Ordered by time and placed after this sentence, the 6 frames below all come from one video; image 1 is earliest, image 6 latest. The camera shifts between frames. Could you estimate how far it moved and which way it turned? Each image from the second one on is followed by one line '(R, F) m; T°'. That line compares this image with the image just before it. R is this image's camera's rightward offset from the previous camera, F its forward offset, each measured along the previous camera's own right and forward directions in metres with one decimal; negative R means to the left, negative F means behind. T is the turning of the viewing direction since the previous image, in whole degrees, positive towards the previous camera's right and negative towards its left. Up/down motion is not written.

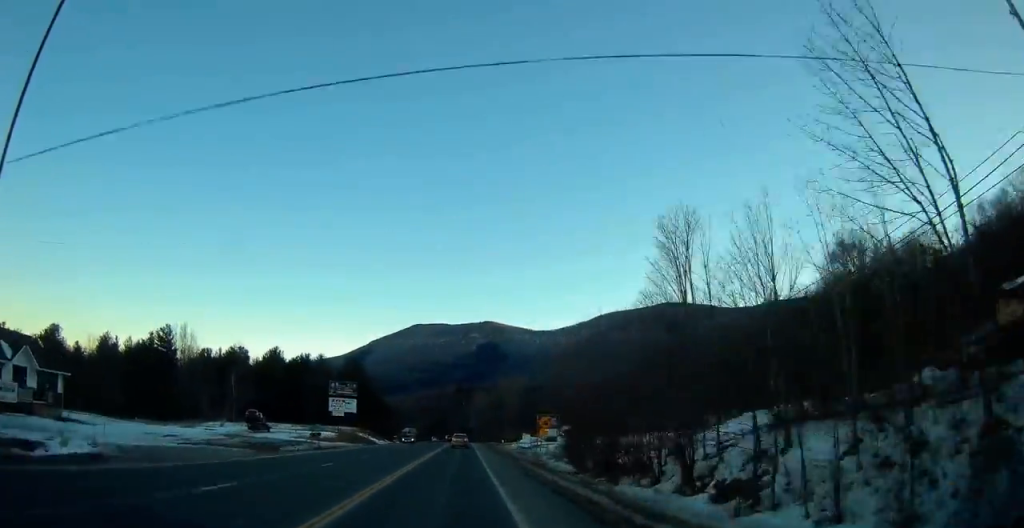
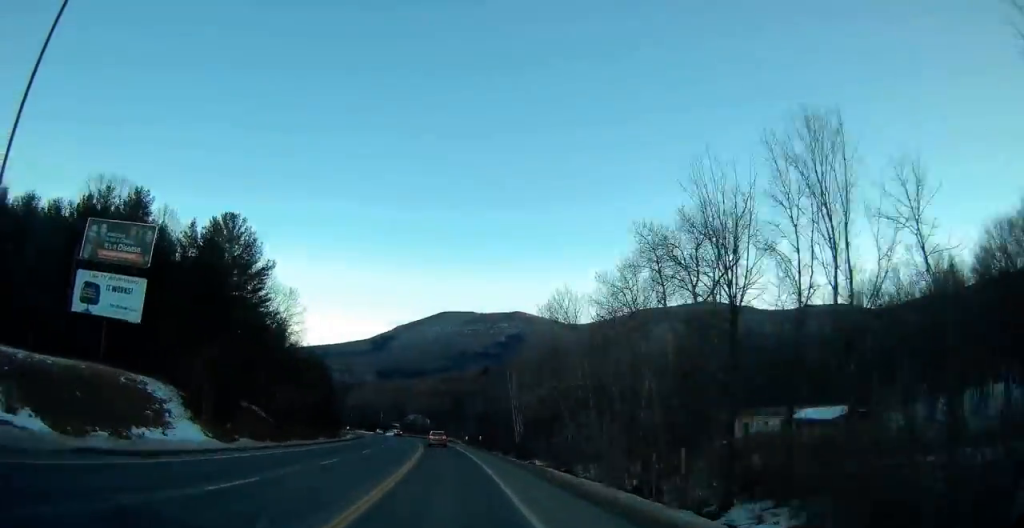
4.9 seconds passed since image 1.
(-1.5, +107.7) m; -3°
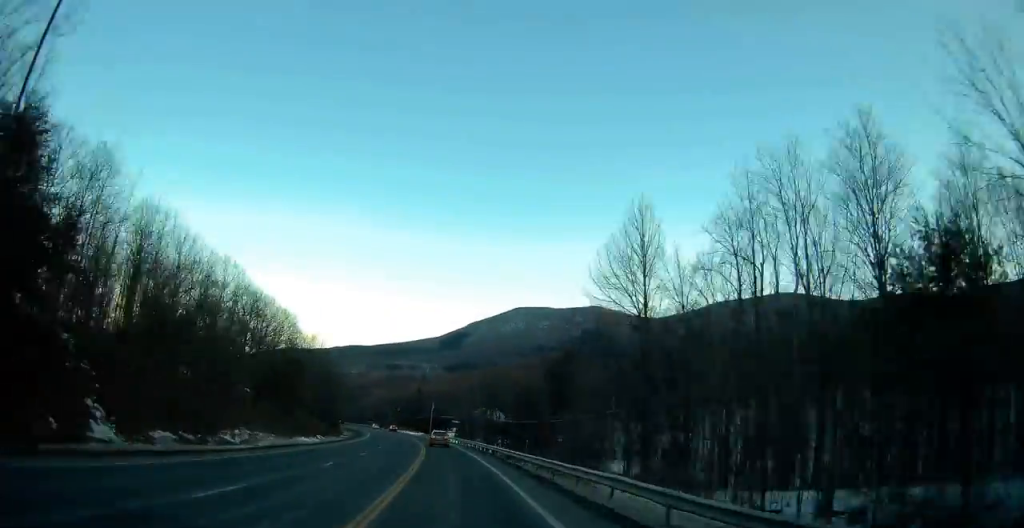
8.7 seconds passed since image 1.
(-5.0, +86.0) m; -7°
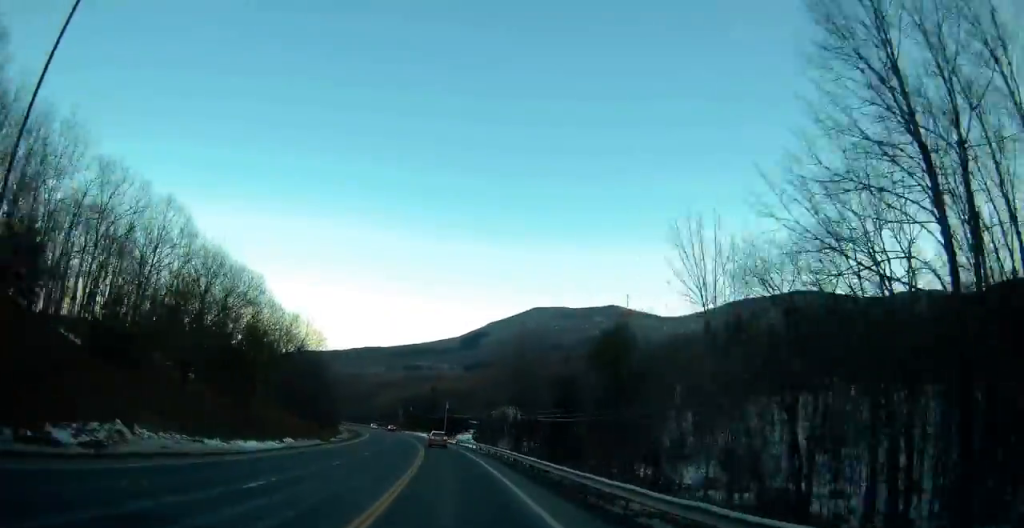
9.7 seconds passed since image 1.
(0.0, +20.8) m; -2°
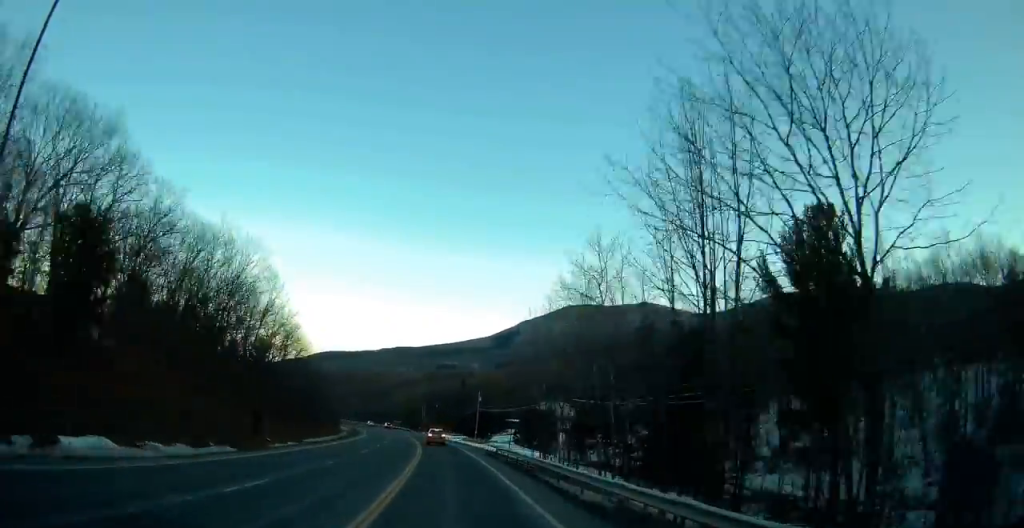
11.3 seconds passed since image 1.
(-1.2, +36.9) m; -3°
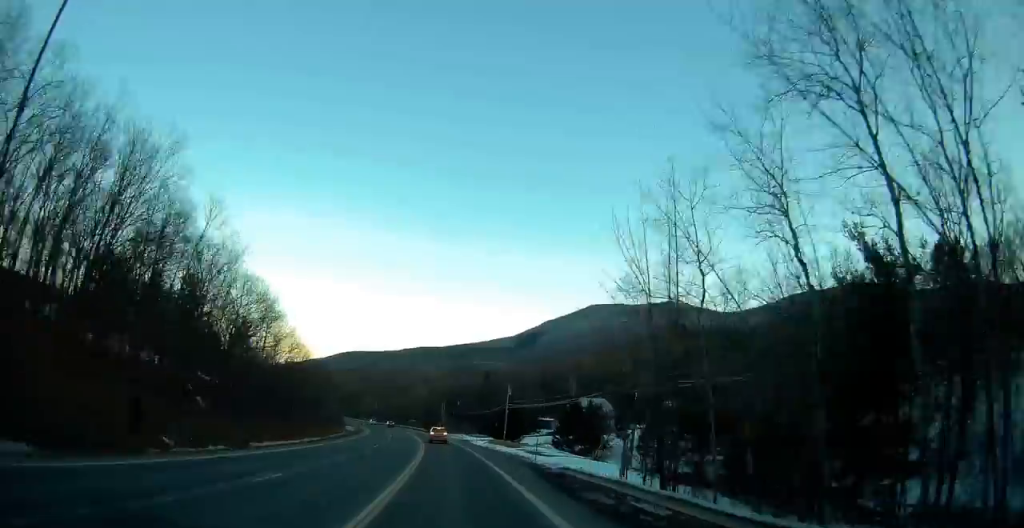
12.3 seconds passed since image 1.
(-0.3, +22.1) m; -2°
